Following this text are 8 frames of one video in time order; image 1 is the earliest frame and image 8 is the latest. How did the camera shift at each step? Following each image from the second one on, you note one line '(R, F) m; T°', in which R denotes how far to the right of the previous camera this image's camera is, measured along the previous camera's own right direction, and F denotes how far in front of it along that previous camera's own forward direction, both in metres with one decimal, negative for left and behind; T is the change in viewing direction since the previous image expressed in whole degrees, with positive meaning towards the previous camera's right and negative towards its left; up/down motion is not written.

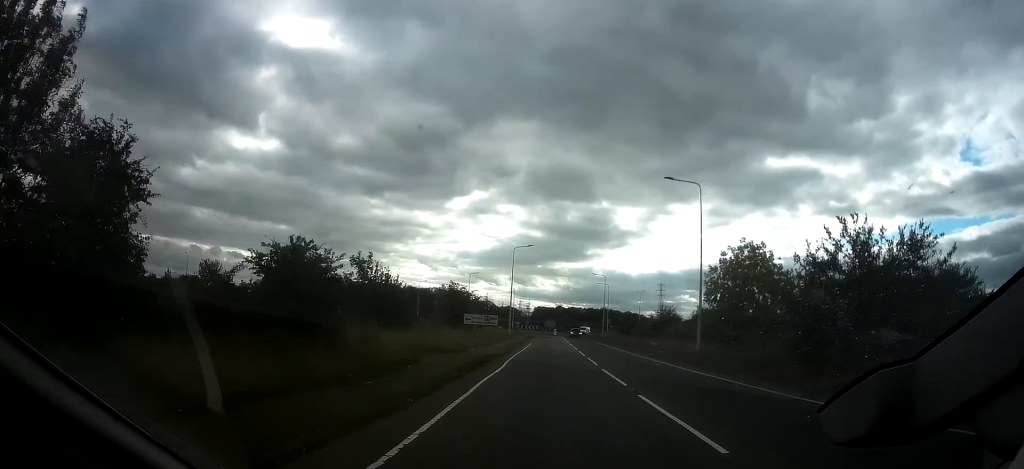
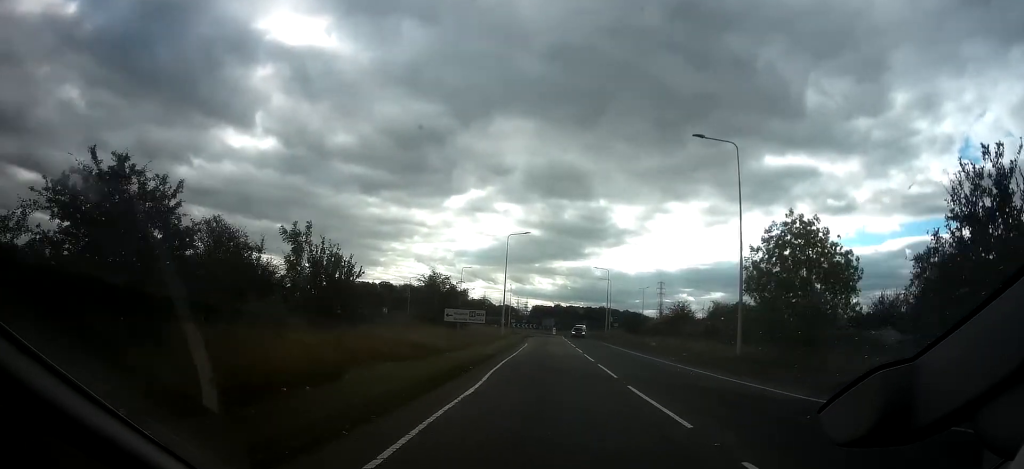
(0.0, +7.2) m; 0°
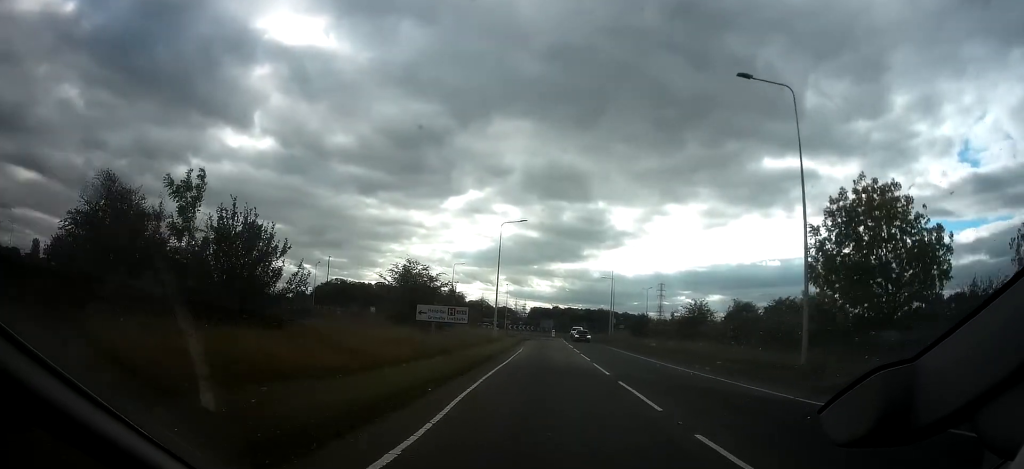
(0.0, +7.0) m; 0°
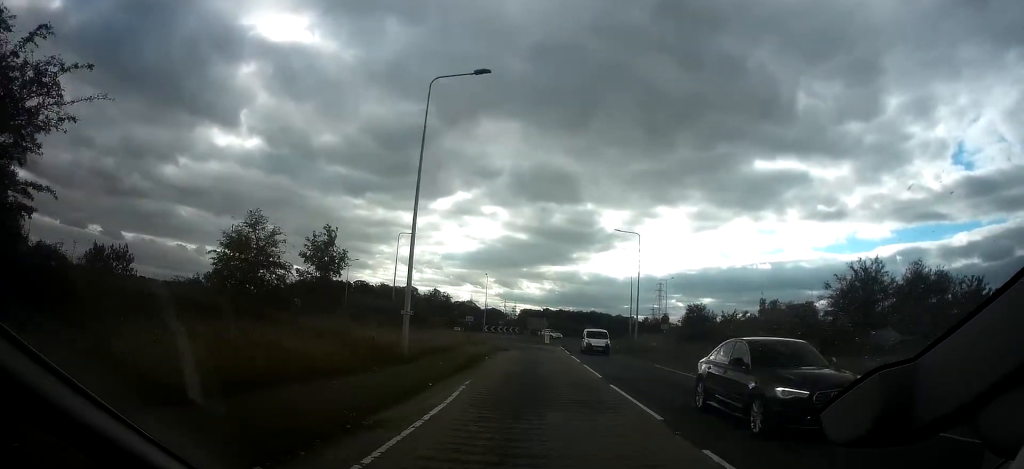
(+0.1, +28.7) m; 0°
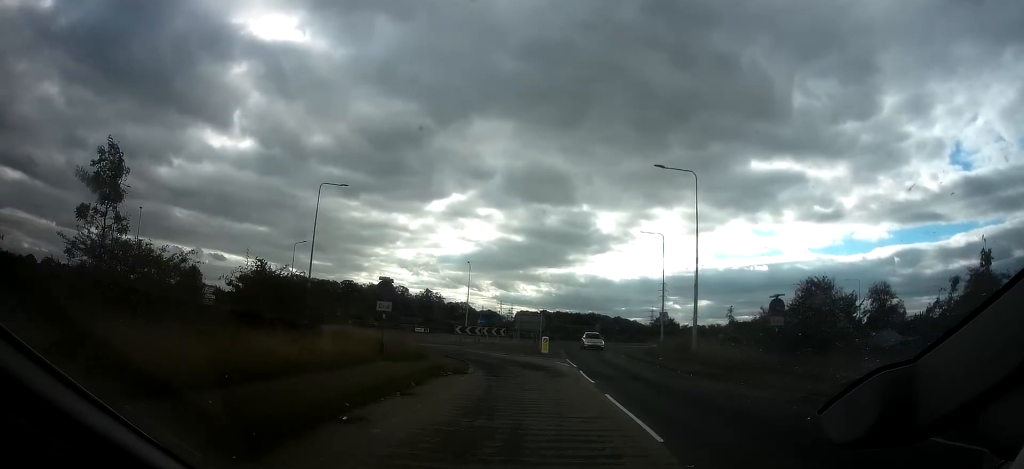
(+0.4, +20.3) m; +1°
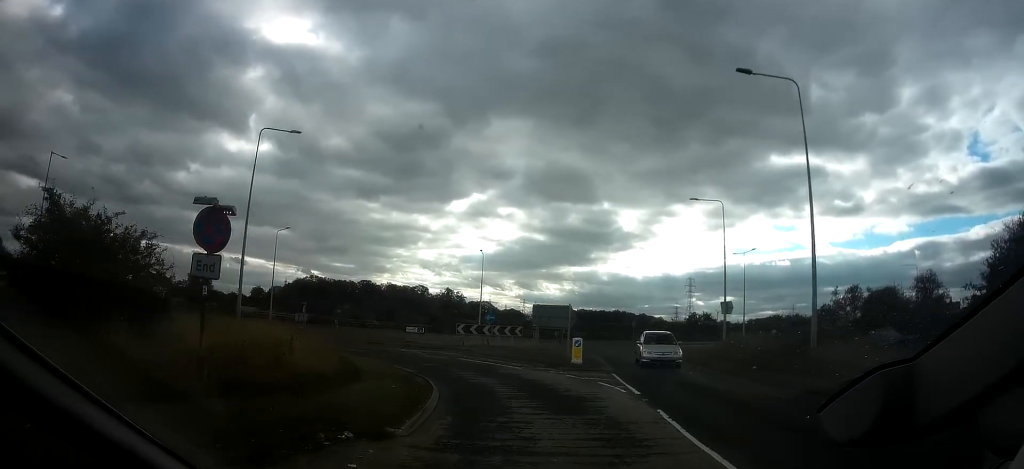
(-0.3, +11.7) m; -2°
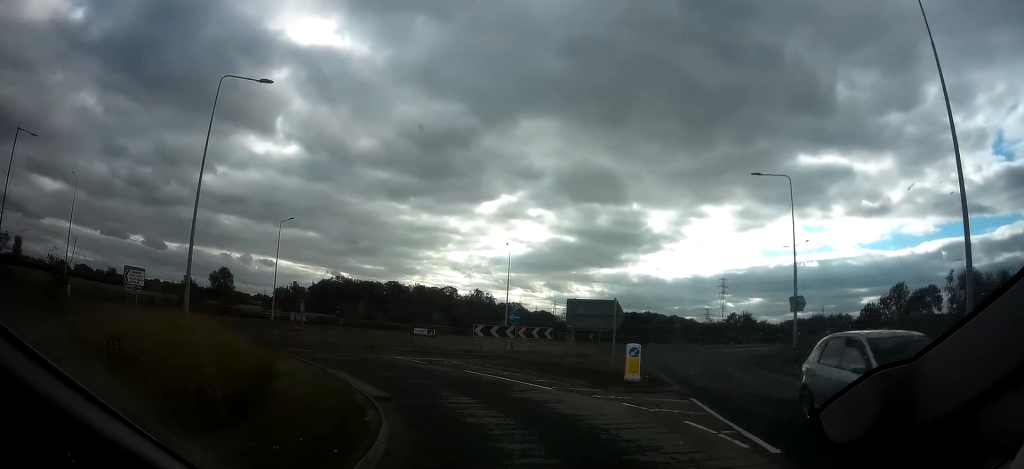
(+0.1, +6.7) m; -3°
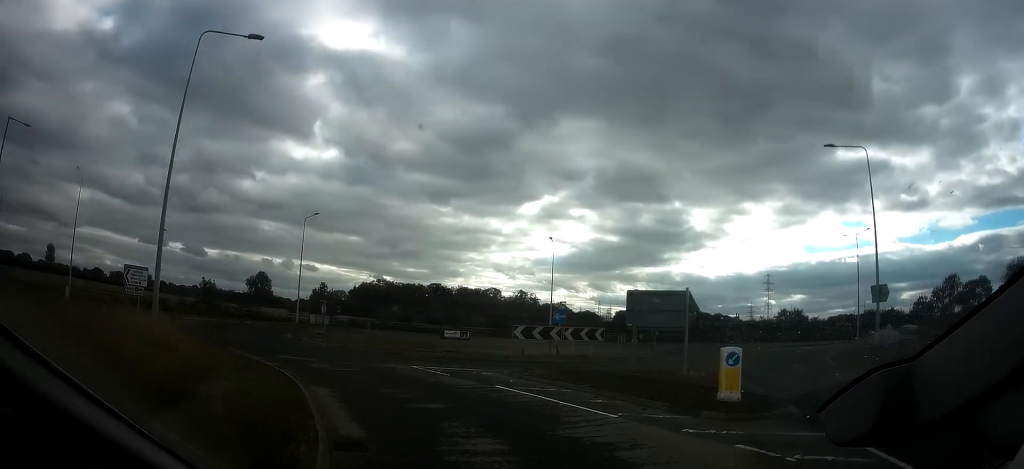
(-0.3, +4.3) m; -6°
